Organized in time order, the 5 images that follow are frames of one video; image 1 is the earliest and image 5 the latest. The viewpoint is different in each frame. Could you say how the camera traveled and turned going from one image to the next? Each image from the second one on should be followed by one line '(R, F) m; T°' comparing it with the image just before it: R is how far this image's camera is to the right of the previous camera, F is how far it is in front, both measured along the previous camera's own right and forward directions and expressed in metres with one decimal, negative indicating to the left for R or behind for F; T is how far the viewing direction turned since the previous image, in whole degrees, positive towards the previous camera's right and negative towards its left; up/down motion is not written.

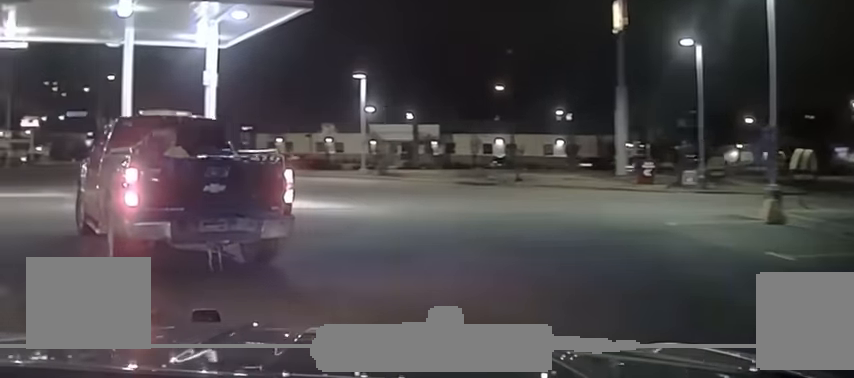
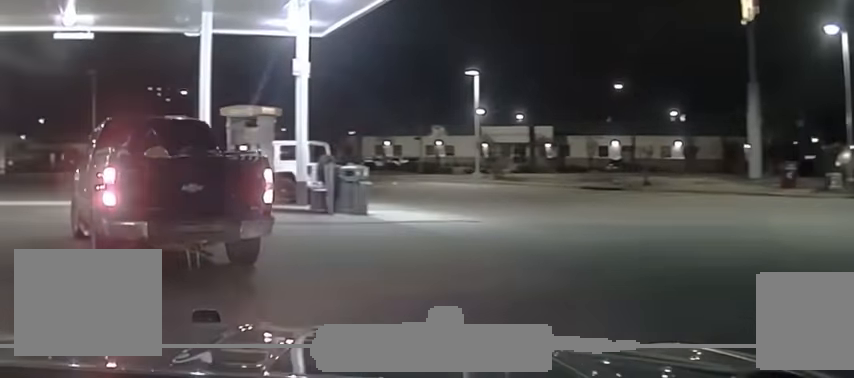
(-0.1, +3.4) m; -1°
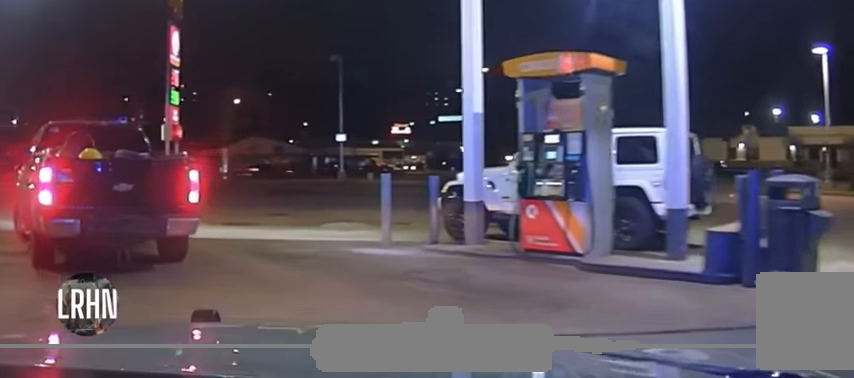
(-2.8, +10.0) m; -30°
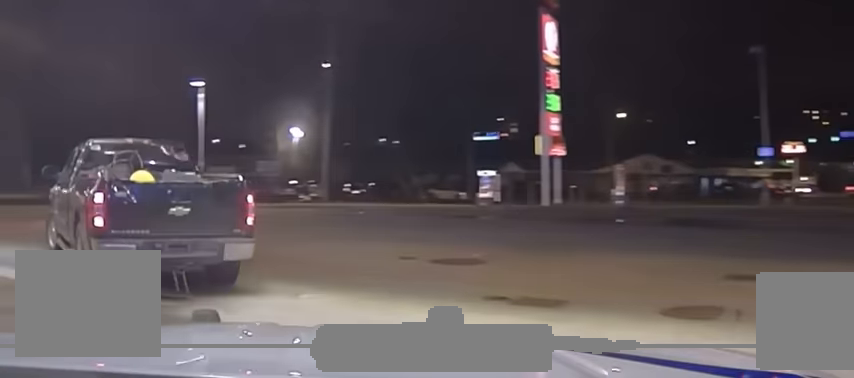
(-1.1, +8.0) m; -22°
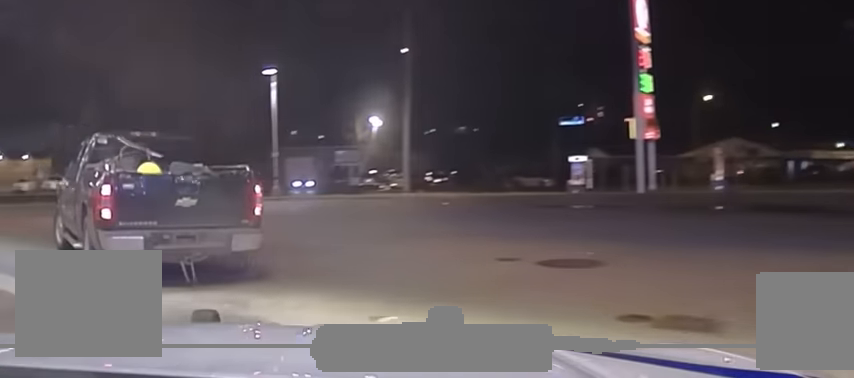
(-0.2, +1.8) m; -6°
